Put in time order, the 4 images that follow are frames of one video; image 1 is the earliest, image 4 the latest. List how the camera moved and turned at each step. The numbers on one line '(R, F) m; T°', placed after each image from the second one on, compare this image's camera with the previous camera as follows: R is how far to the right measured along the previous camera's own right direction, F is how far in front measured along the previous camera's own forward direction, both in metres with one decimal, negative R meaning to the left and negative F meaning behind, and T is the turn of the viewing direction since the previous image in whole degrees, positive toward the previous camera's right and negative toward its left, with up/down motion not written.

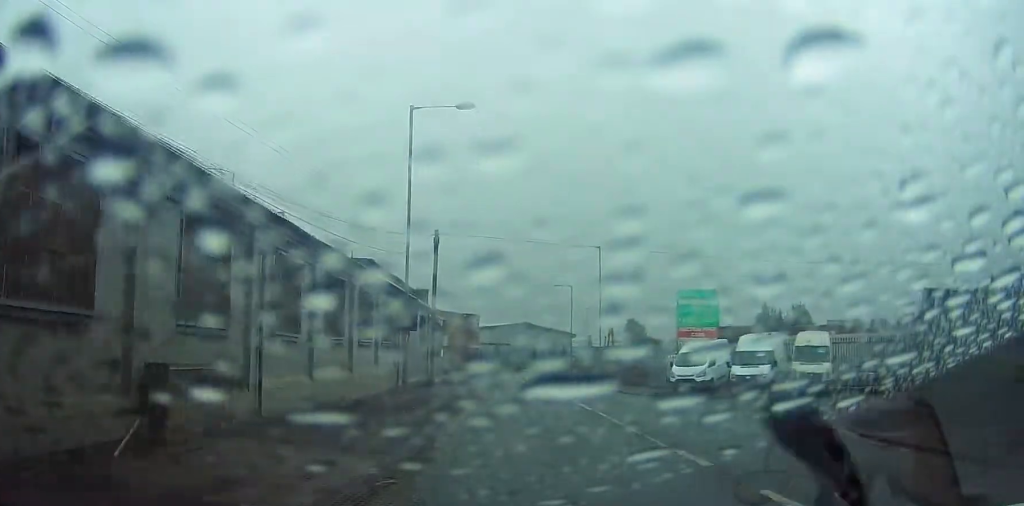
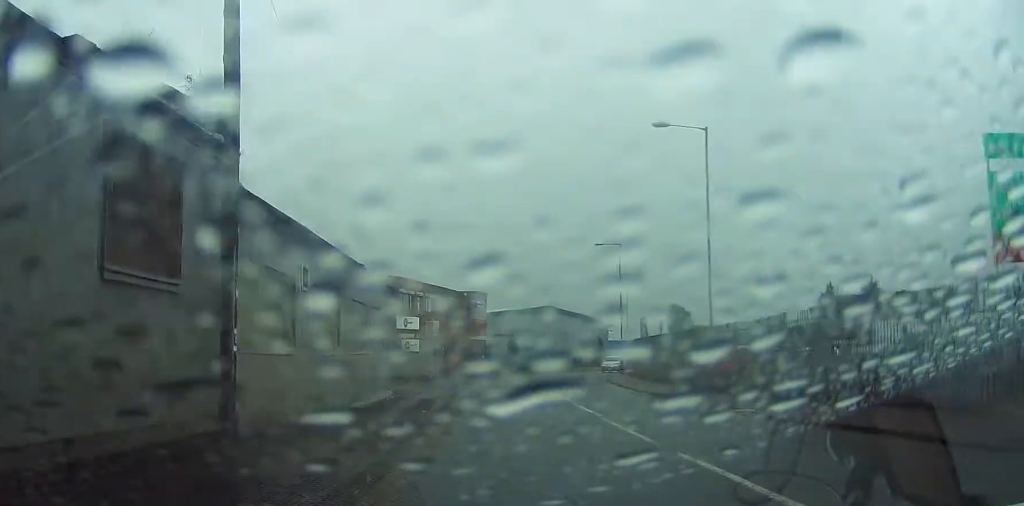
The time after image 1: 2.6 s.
(+0.1, +25.9) m; 0°
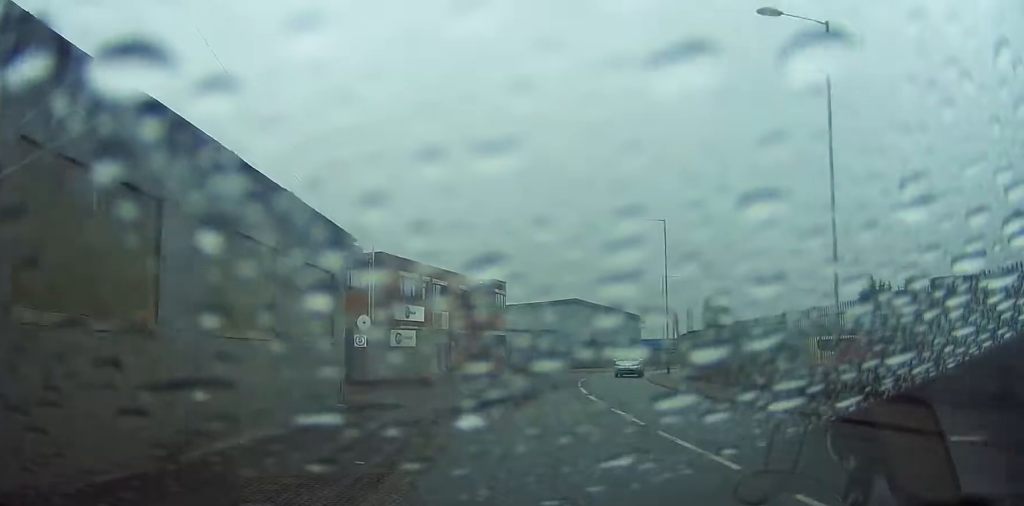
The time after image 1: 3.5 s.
(0.0, +9.1) m; -3°
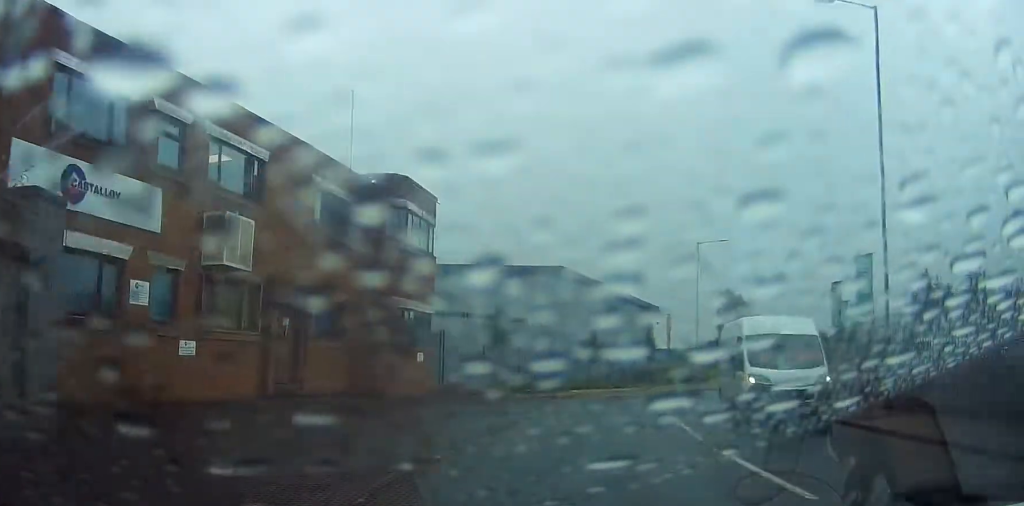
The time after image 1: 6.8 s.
(+1.6, +30.6) m; +6°
